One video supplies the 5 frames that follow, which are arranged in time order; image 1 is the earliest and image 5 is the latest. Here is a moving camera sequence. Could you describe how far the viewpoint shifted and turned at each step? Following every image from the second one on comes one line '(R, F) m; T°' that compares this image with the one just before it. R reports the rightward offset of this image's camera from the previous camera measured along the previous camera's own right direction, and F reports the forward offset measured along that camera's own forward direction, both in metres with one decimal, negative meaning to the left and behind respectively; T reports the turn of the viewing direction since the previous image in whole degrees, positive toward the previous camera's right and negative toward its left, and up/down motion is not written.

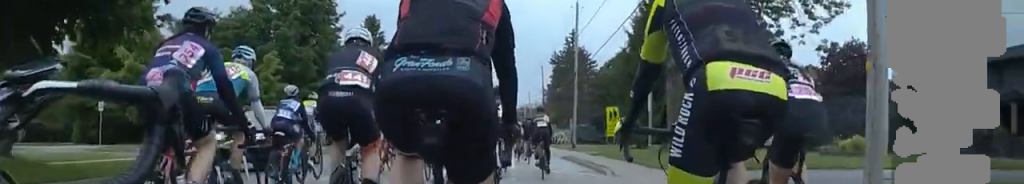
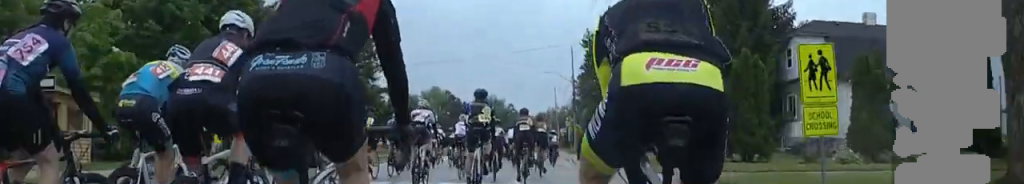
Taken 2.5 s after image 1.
(-0.2, +15.4) m; 0°
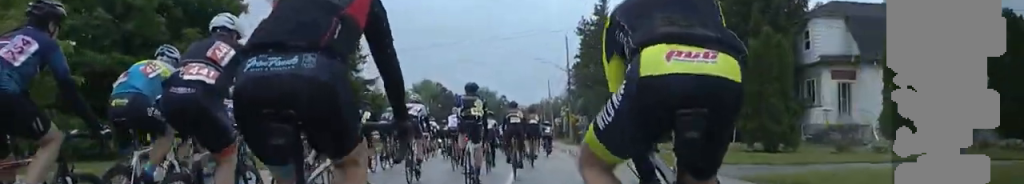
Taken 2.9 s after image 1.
(+0.5, +2.7) m; 0°
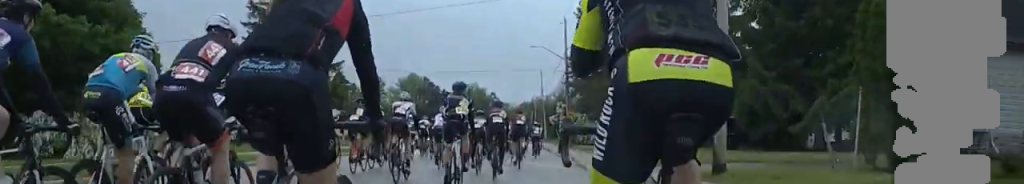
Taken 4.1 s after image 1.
(-0.4, +7.5) m; 0°
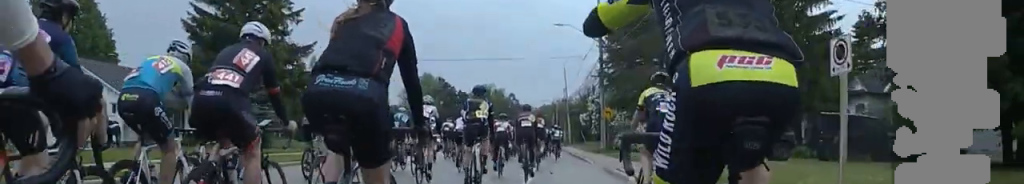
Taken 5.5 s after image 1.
(+0.6, +9.6) m; +1°
